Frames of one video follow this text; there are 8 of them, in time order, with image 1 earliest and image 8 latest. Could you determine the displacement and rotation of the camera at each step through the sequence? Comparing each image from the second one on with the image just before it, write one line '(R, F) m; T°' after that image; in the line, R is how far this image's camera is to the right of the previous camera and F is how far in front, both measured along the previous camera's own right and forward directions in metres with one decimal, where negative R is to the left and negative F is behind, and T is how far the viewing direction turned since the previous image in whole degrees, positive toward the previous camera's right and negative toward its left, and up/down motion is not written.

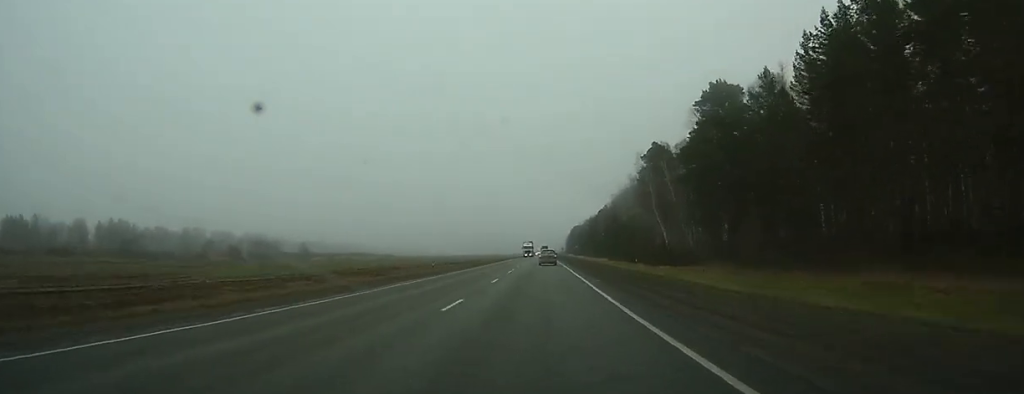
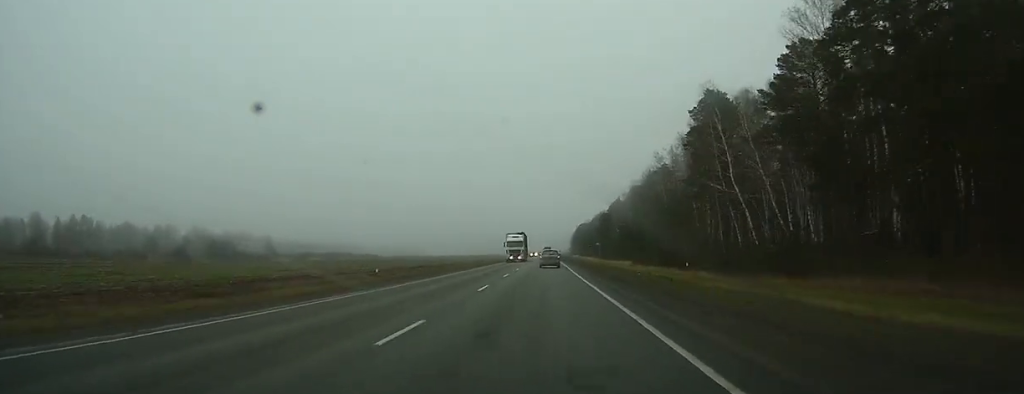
(0.0, +41.2) m; 0°
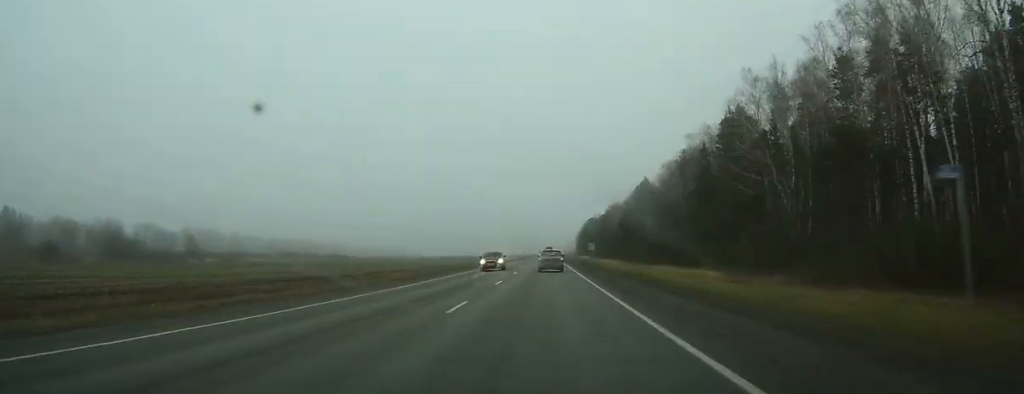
(+0.1, +65.4) m; 0°
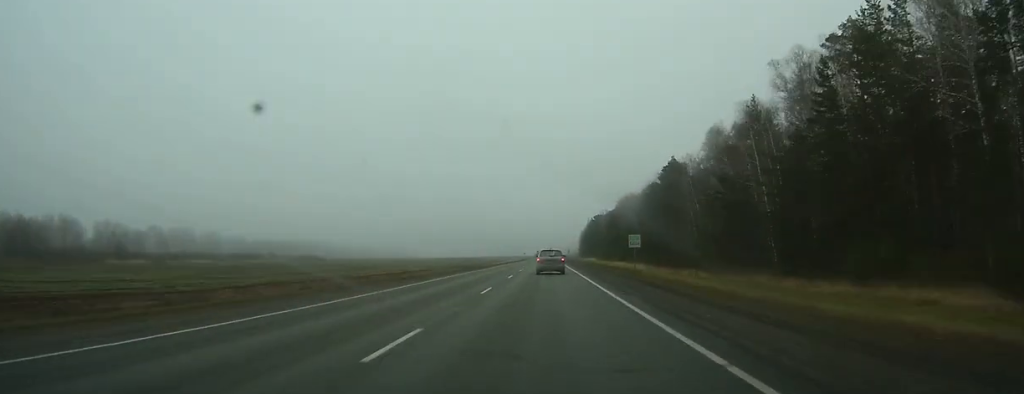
(-0.1, +39.6) m; 0°
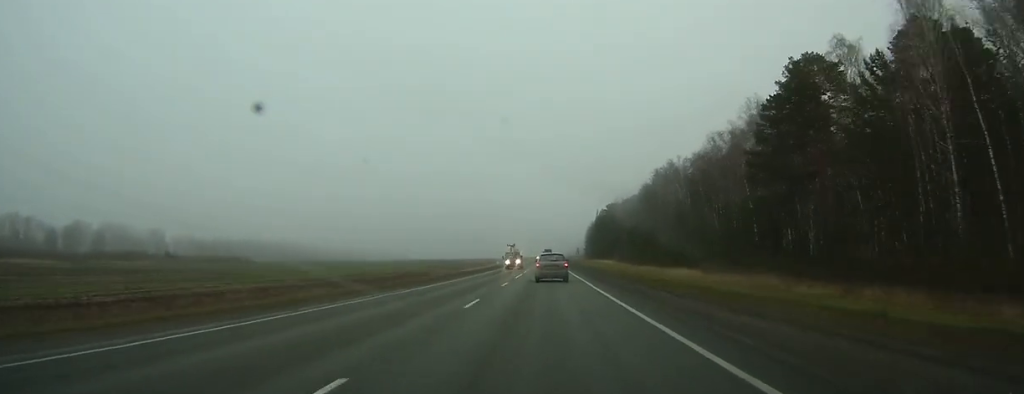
(0.0, +76.6) m; 0°
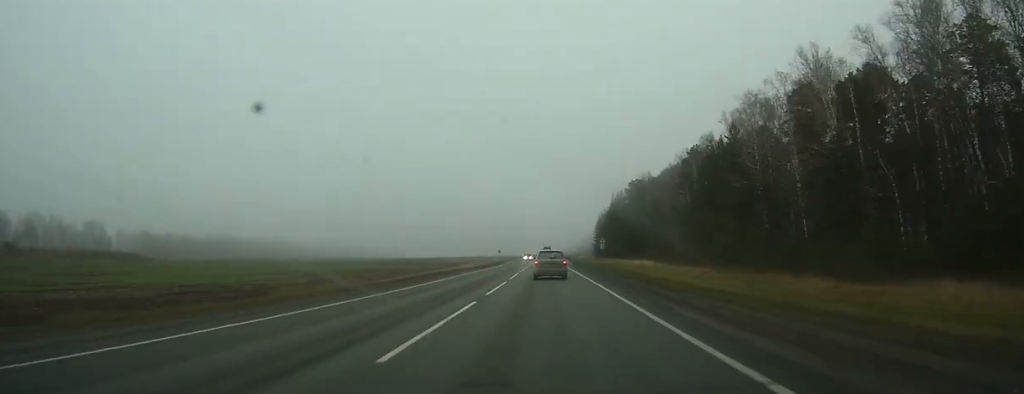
(+0.3, +69.5) m; 0°
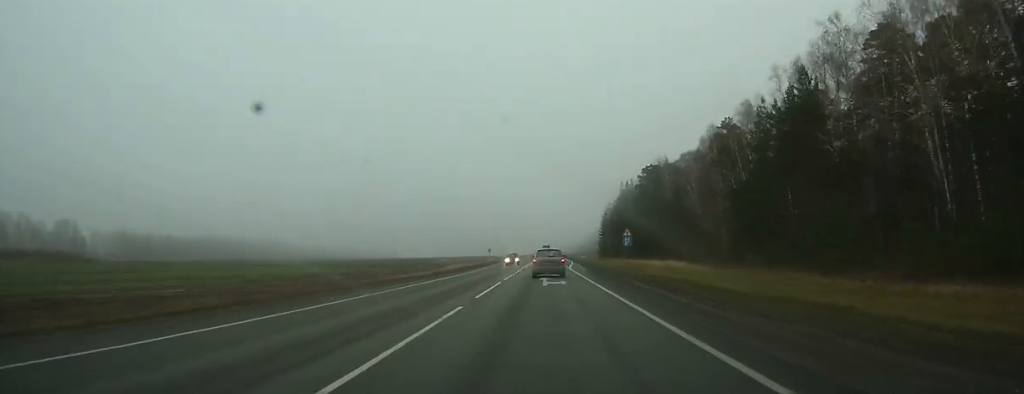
(0.0, +25.4) m; 0°
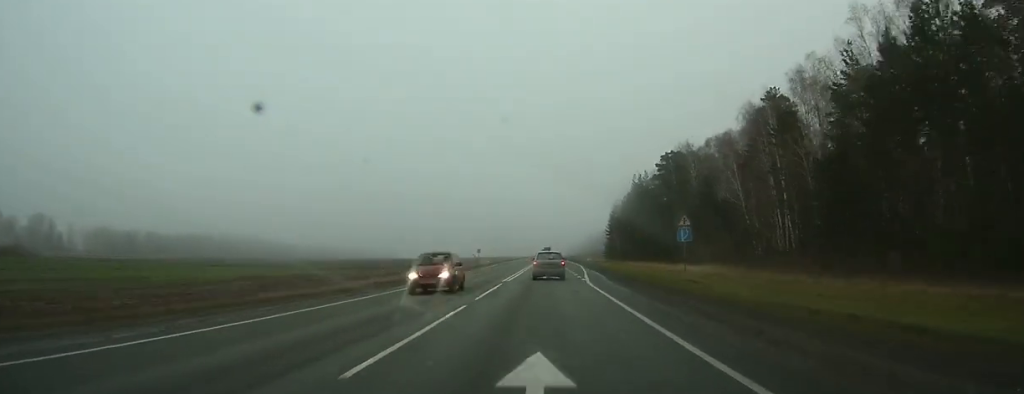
(+0.1, +21.5) m; 0°
